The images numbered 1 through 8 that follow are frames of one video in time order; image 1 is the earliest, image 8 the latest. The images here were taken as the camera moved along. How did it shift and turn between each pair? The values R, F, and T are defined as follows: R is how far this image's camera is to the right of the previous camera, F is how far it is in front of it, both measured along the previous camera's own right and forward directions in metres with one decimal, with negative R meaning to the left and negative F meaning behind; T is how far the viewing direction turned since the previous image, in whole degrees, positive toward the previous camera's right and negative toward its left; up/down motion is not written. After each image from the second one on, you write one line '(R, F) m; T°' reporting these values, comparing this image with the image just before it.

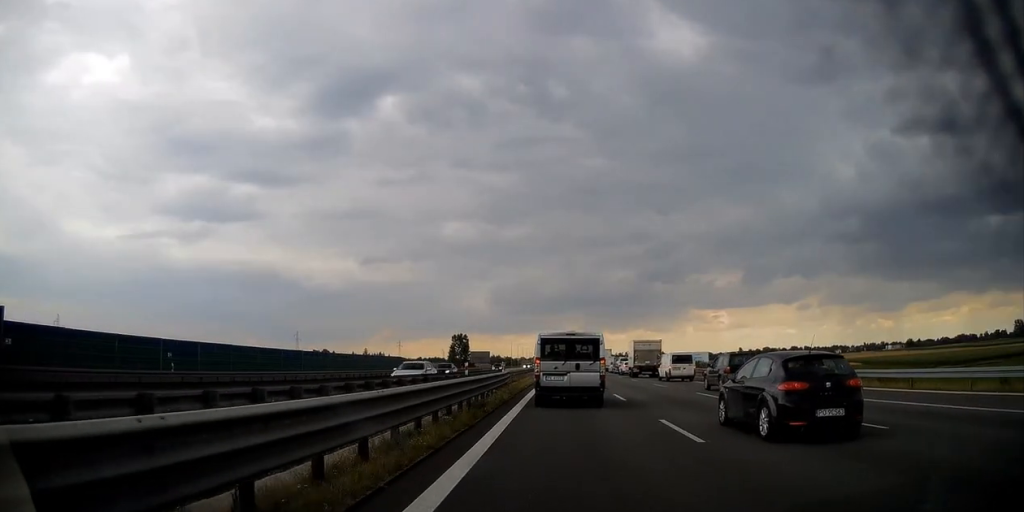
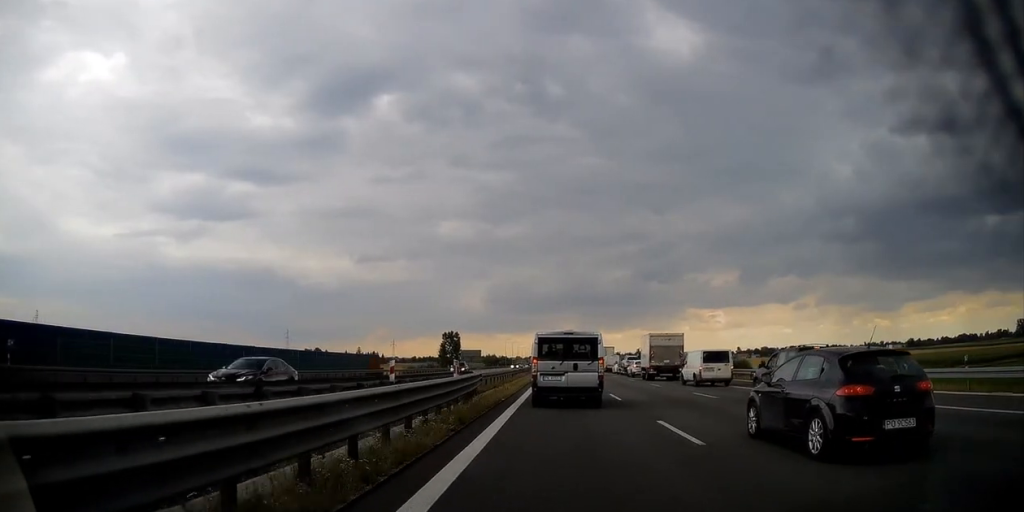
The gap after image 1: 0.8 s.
(0.0, +11.3) m; 0°
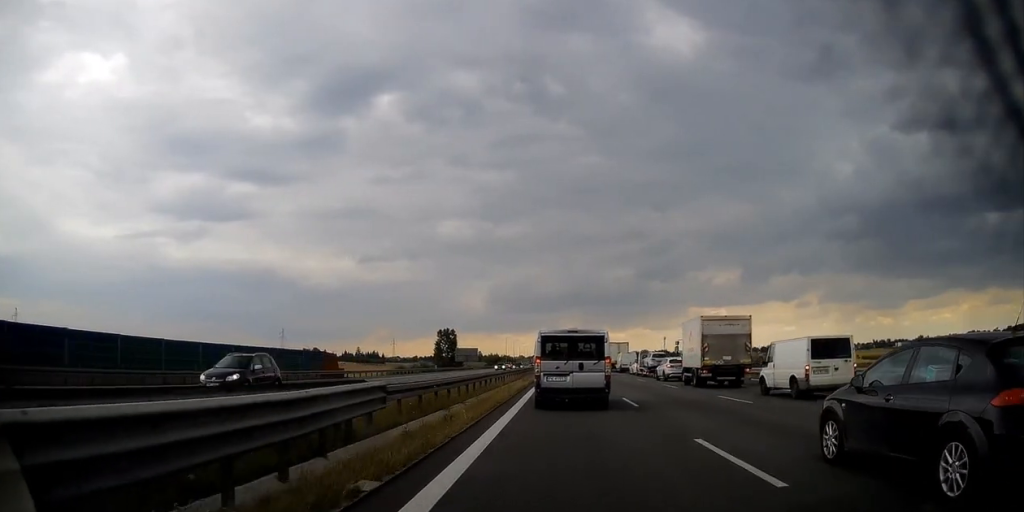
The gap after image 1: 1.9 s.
(0.0, +17.1) m; 0°
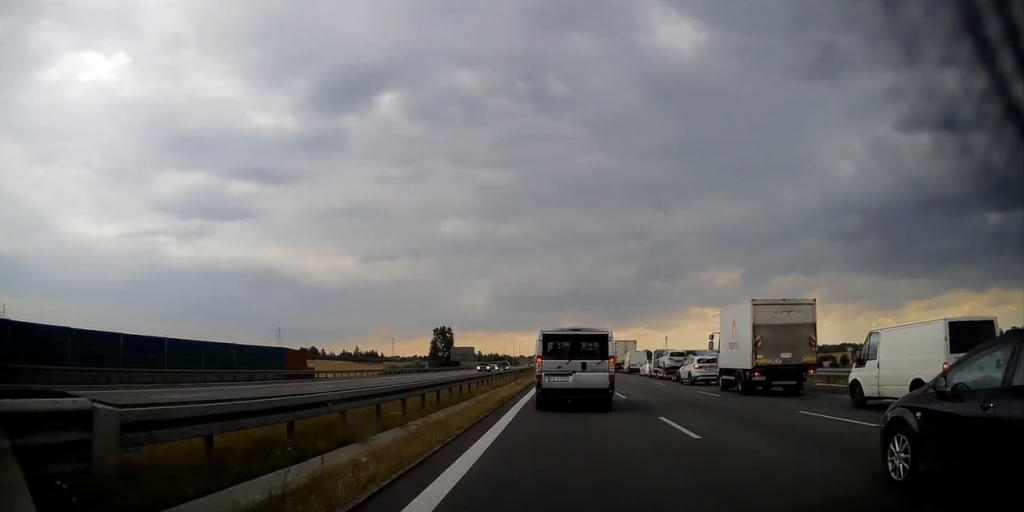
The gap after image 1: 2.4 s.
(0.0, +8.2) m; 0°
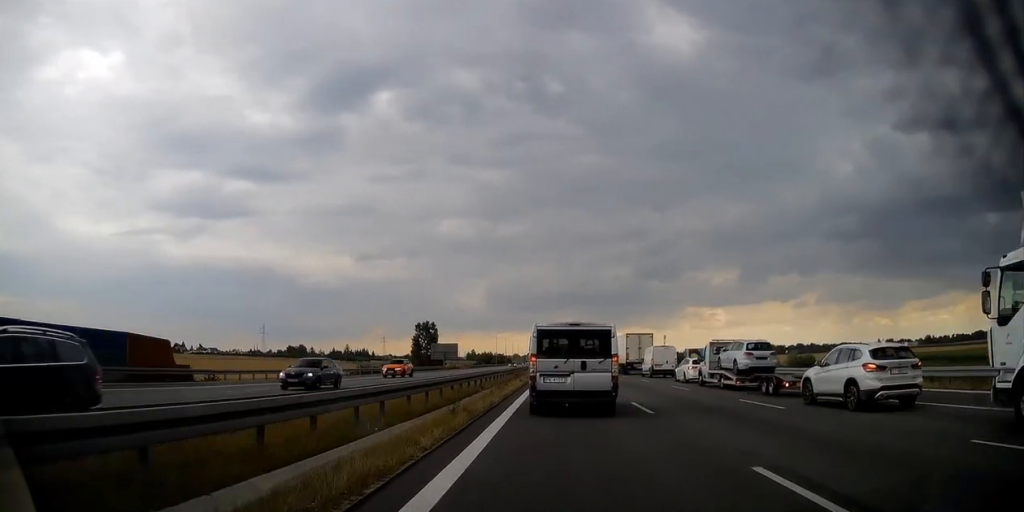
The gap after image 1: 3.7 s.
(0.0, +18.0) m; 0°
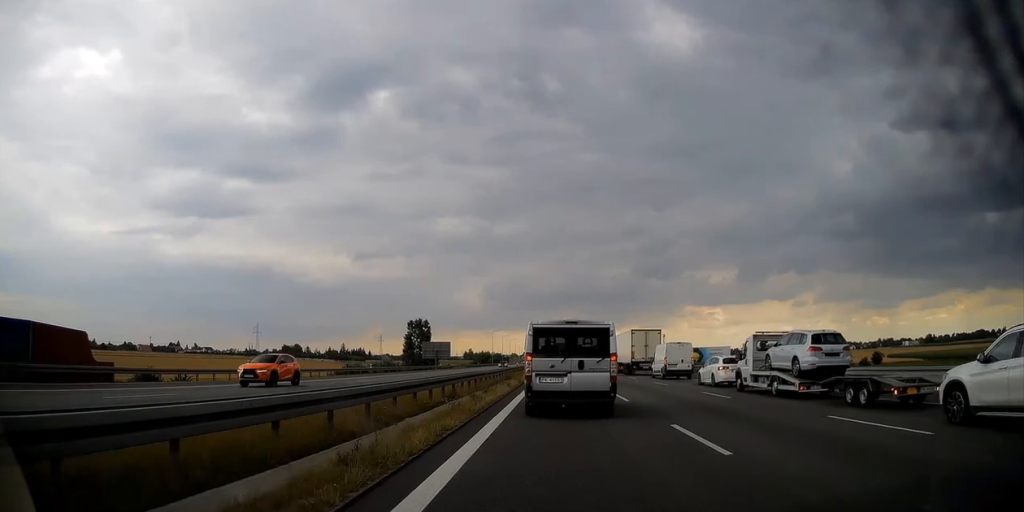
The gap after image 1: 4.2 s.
(0.0, +5.6) m; 0°
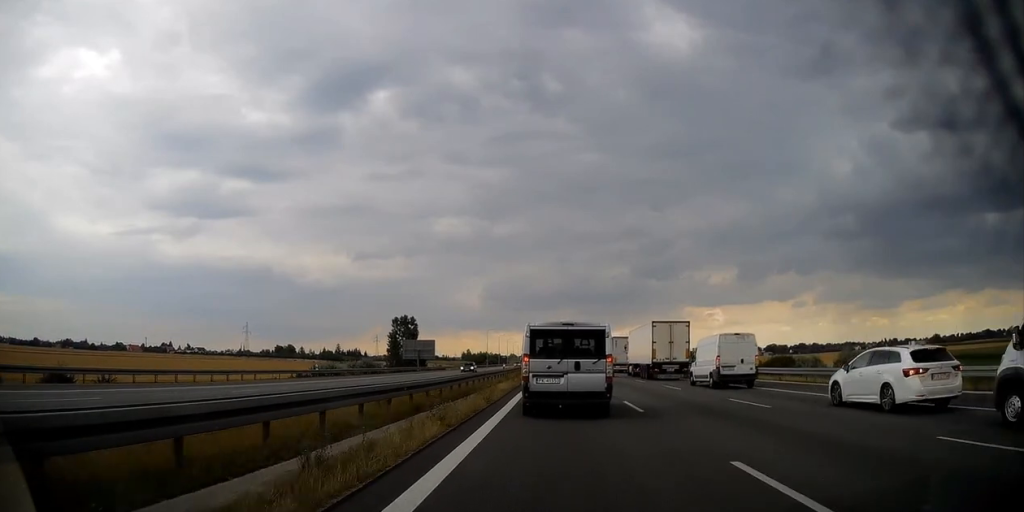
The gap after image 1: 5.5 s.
(0.0, +12.5) m; 0°
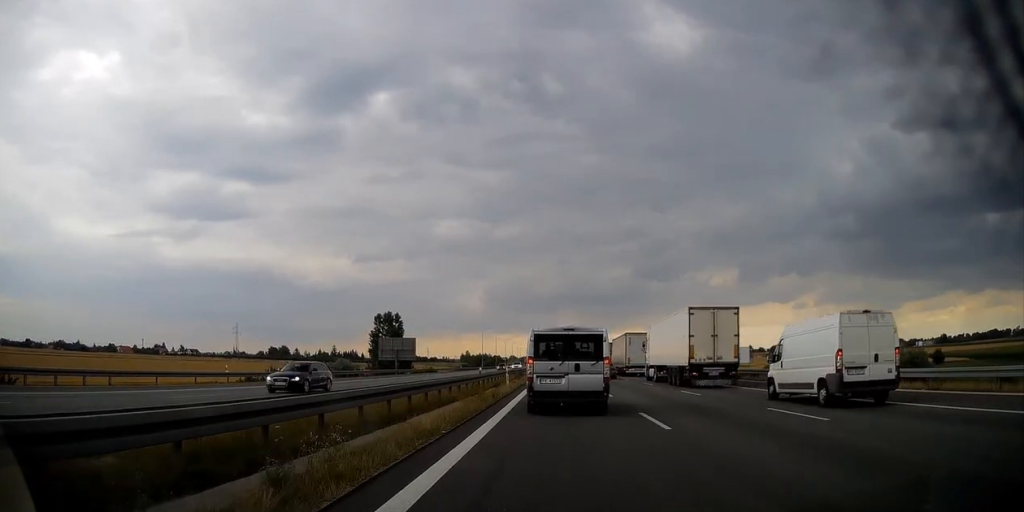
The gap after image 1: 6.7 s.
(0.0, +13.1) m; 0°
